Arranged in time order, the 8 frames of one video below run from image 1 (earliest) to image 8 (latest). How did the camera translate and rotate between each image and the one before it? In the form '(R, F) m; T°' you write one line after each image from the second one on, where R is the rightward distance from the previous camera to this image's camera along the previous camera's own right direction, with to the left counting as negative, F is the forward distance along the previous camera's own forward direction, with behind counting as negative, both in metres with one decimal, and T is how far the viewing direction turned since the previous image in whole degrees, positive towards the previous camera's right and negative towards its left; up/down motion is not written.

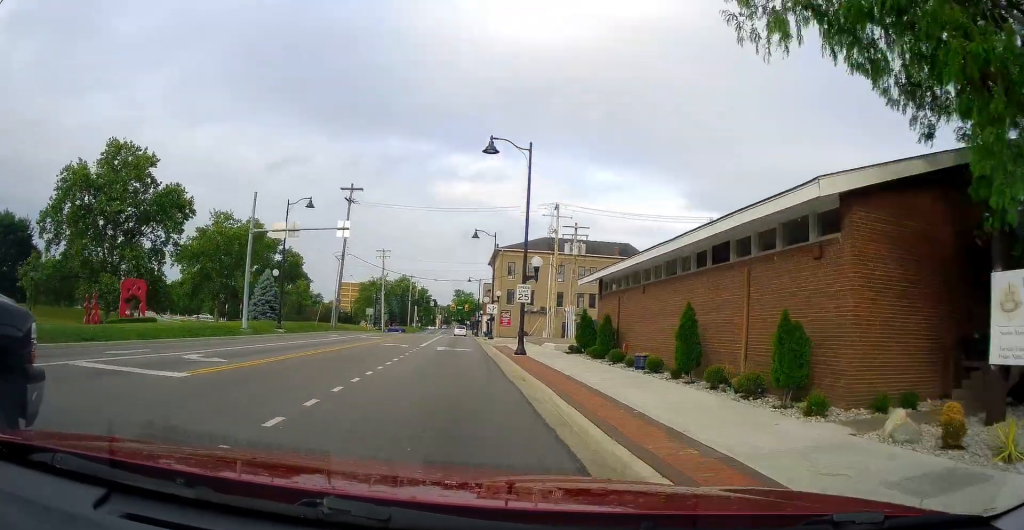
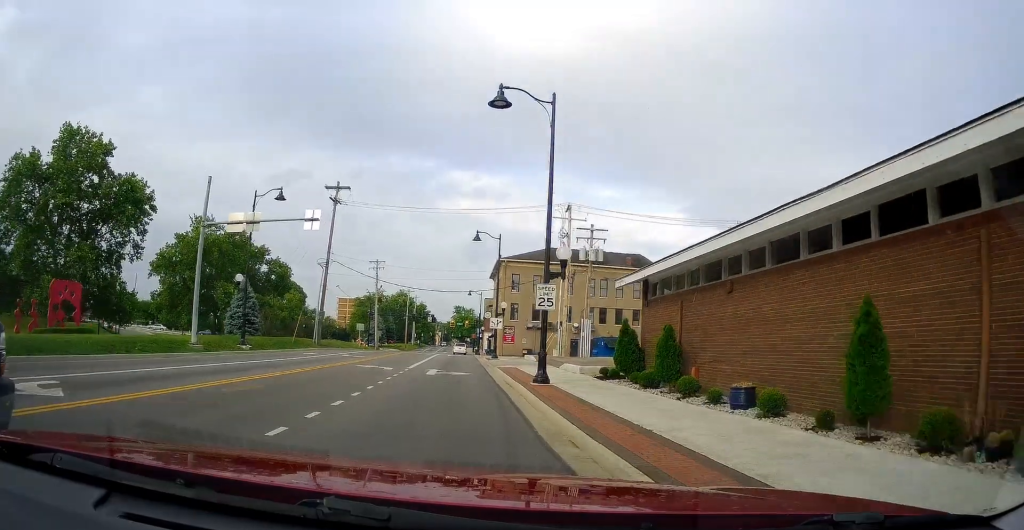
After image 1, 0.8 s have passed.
(+0.4, +7.4) m; +3°
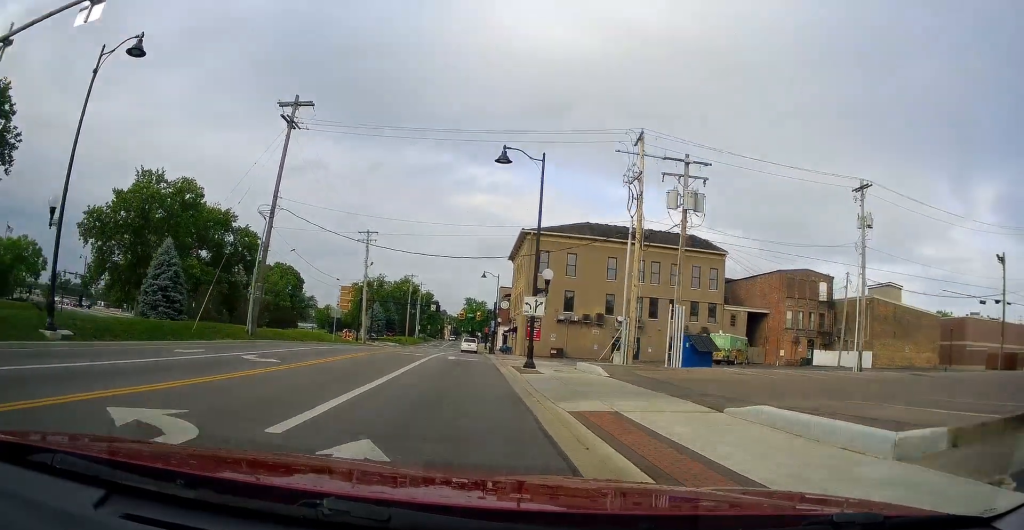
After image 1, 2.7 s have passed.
(-0.1, +19.5) m; -2°
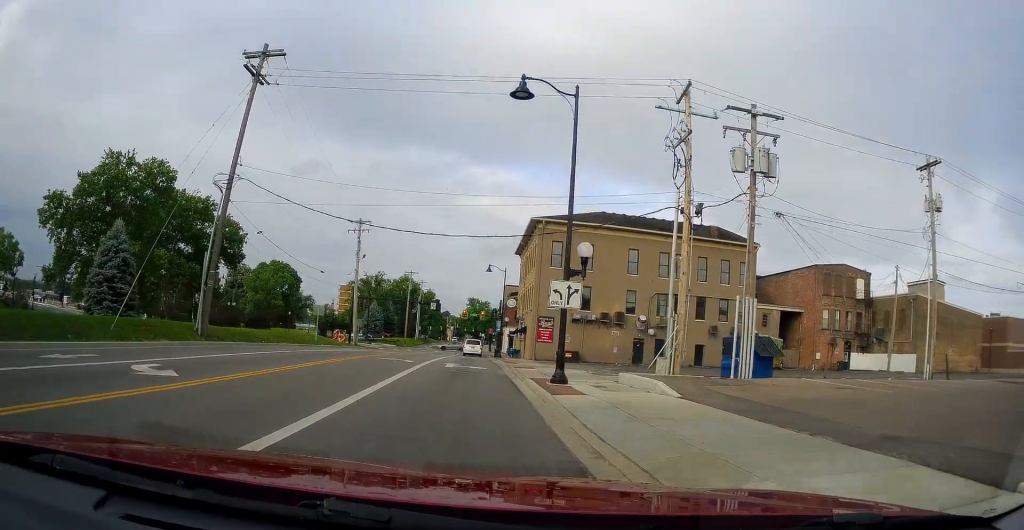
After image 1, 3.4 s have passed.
(-0.2, +7.6) m; 0°
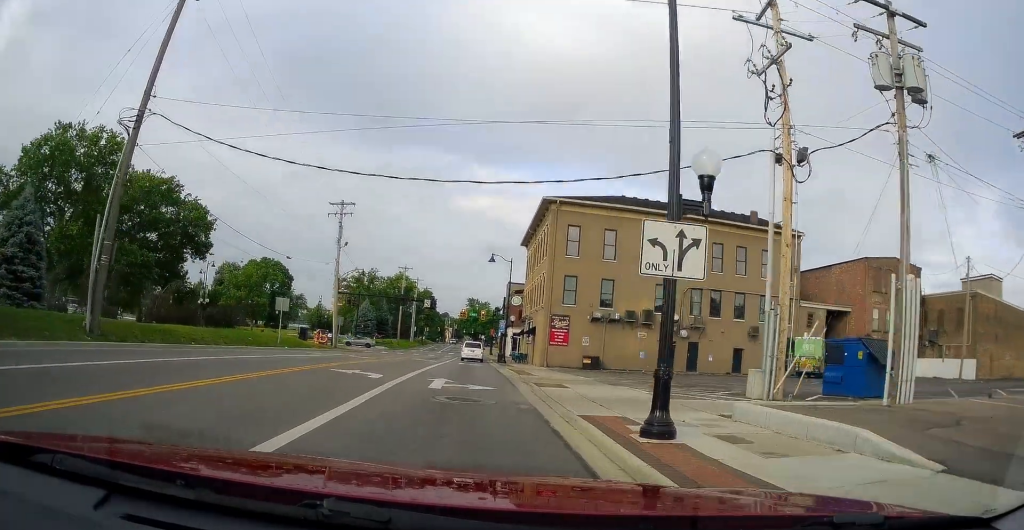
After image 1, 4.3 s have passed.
(+0.3, +9.4) m; 0°
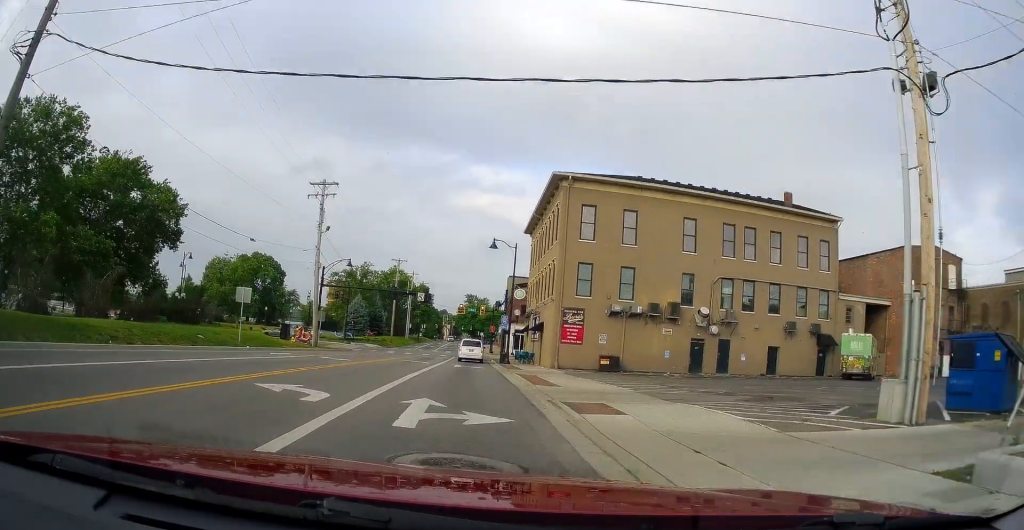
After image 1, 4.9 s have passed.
(-0.2, +6.7) m; -2°
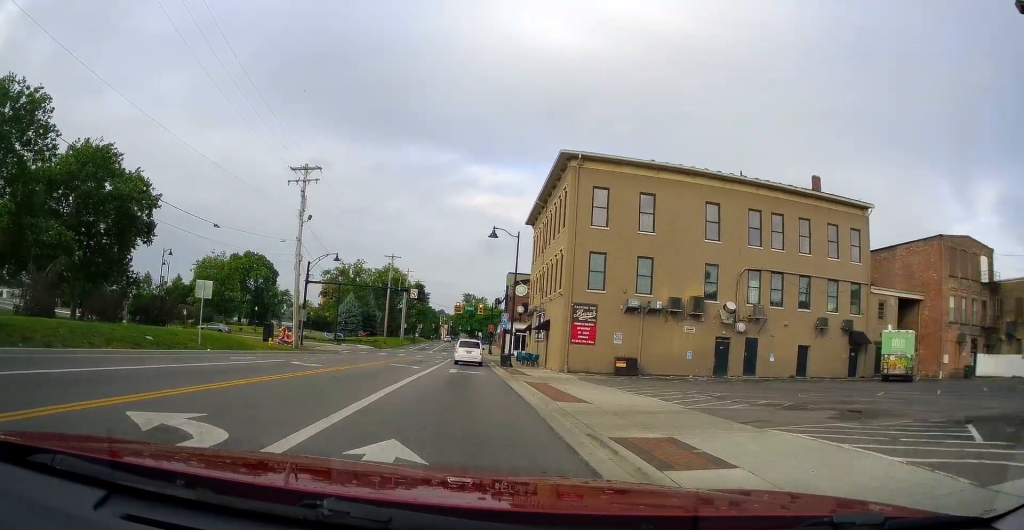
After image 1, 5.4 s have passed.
(0.0, +4.9) m; -1°
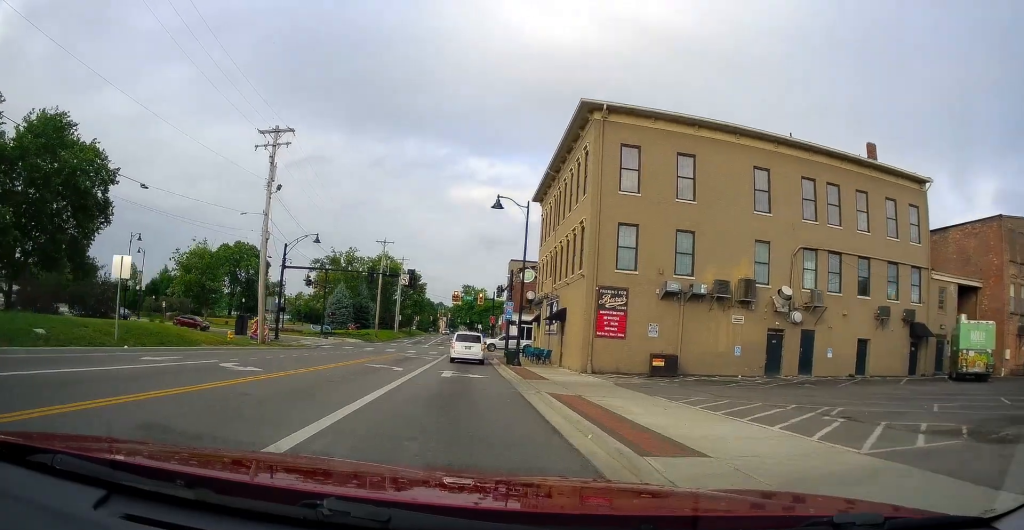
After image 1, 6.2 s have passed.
(-0.3, +7.0) m; +2°
